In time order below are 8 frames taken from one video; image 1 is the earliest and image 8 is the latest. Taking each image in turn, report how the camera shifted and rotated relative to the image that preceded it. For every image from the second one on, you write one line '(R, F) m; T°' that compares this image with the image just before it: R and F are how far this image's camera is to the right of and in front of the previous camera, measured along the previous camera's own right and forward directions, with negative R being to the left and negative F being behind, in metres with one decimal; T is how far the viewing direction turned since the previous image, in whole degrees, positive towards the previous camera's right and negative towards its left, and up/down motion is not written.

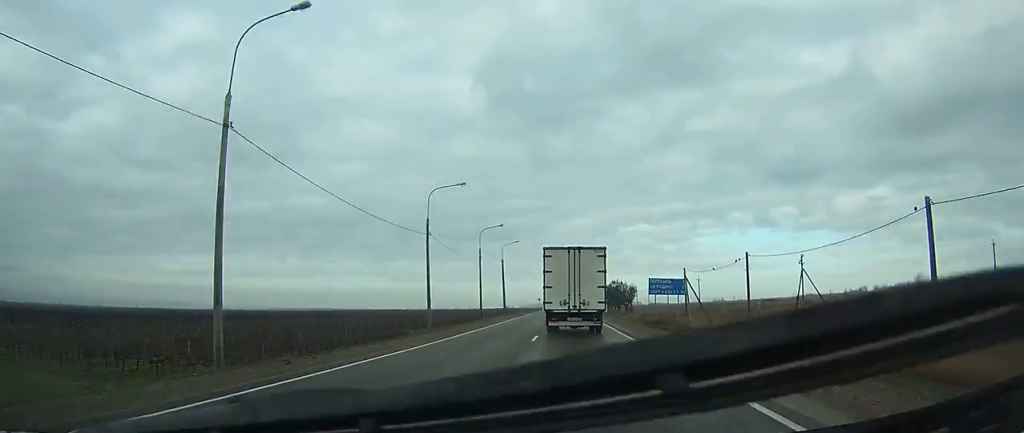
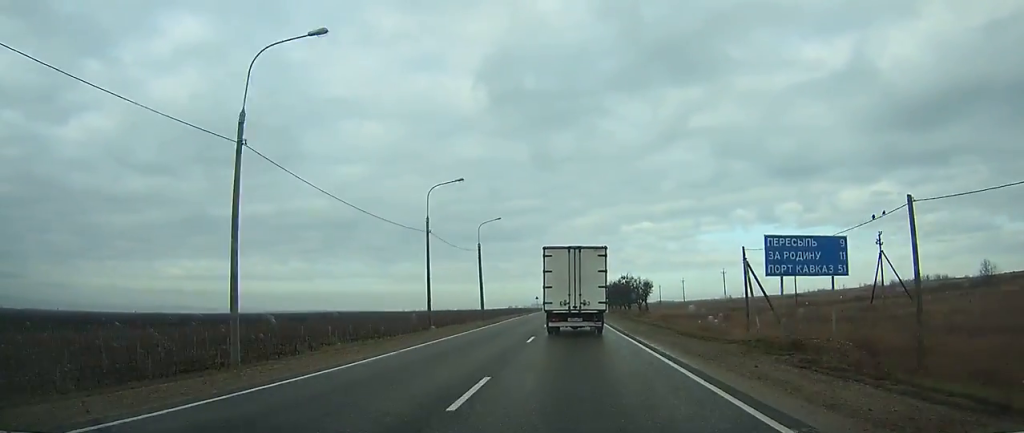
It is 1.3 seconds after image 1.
(0.0, +24.7) m; 0°
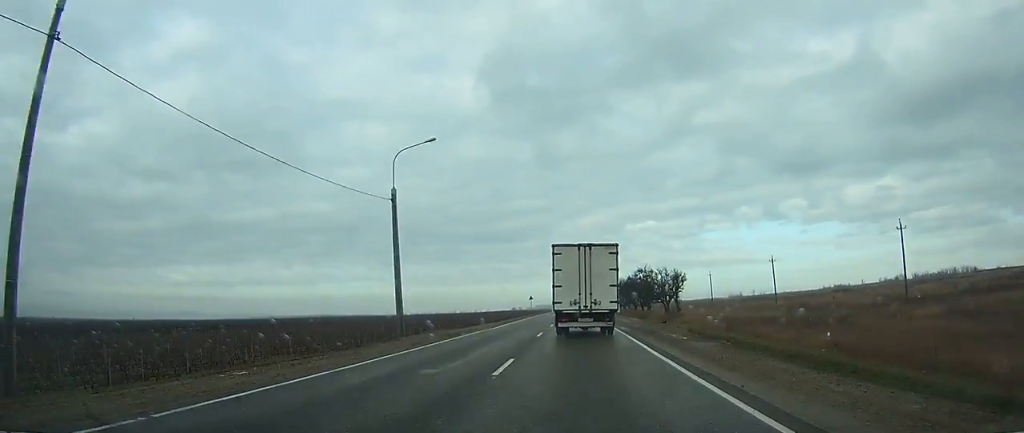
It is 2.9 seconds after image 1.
(0.0, +32.5) m; 0°
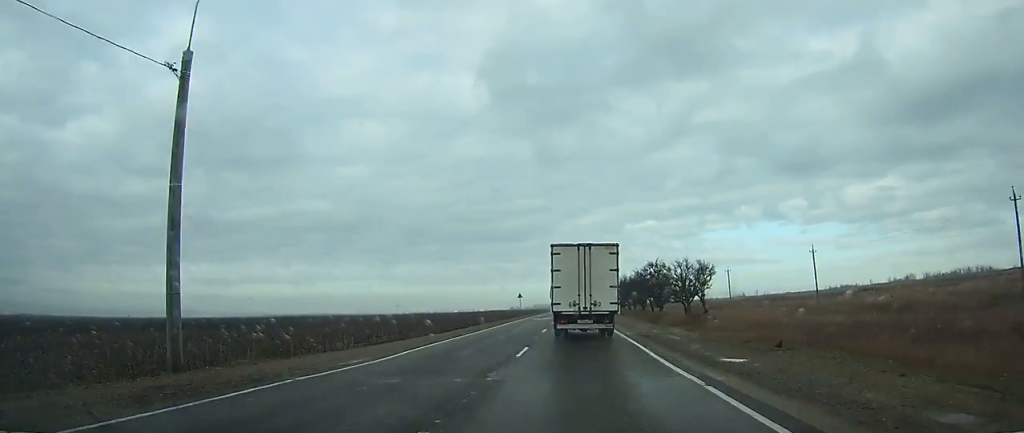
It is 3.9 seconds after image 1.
(+0.1, +19.5) m; 0°
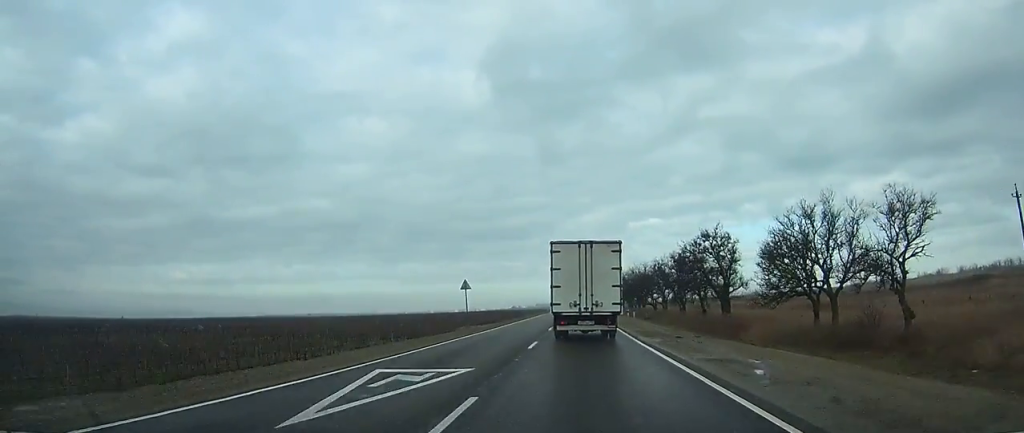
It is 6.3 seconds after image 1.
(-0.2, +45.2) m; 0°
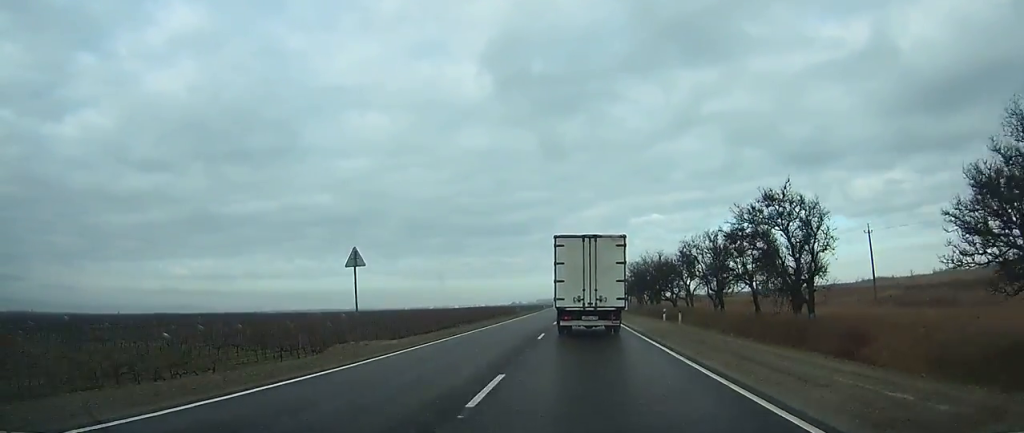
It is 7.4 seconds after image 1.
(+0.1, +21.8) m; 0°
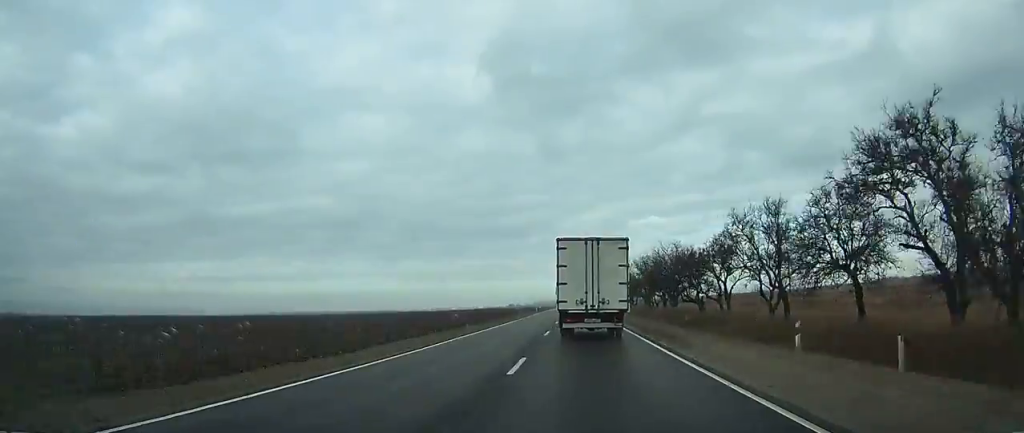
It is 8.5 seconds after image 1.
(0.0, +20.5) m; 0°
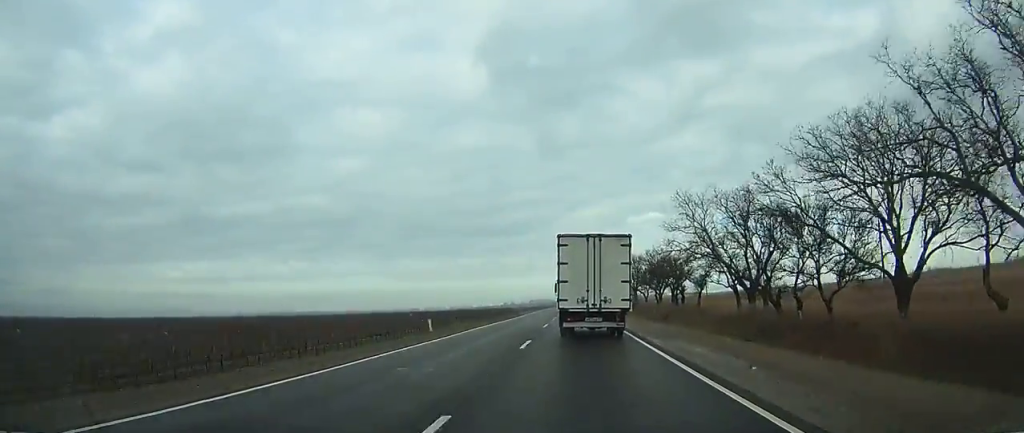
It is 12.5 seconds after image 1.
(-0.3, +78.3) m; 0°
